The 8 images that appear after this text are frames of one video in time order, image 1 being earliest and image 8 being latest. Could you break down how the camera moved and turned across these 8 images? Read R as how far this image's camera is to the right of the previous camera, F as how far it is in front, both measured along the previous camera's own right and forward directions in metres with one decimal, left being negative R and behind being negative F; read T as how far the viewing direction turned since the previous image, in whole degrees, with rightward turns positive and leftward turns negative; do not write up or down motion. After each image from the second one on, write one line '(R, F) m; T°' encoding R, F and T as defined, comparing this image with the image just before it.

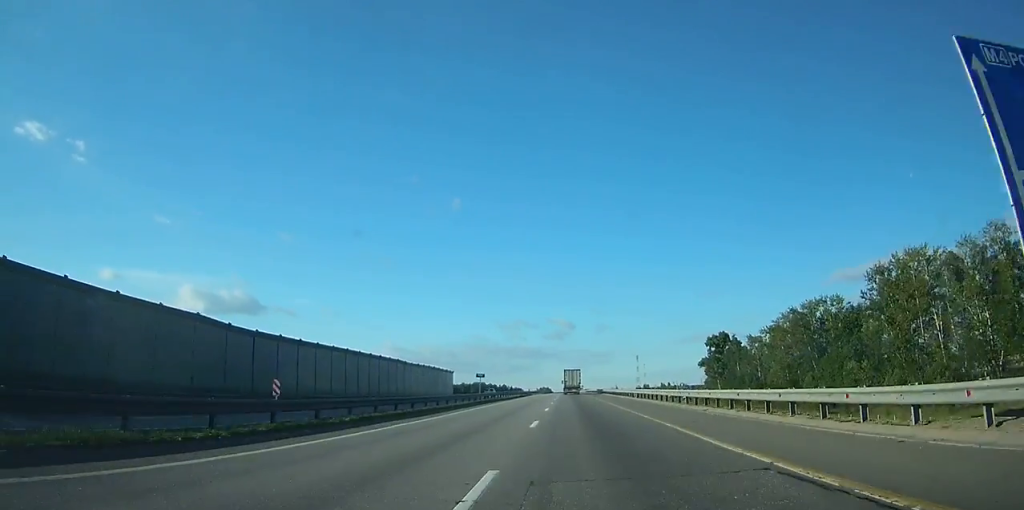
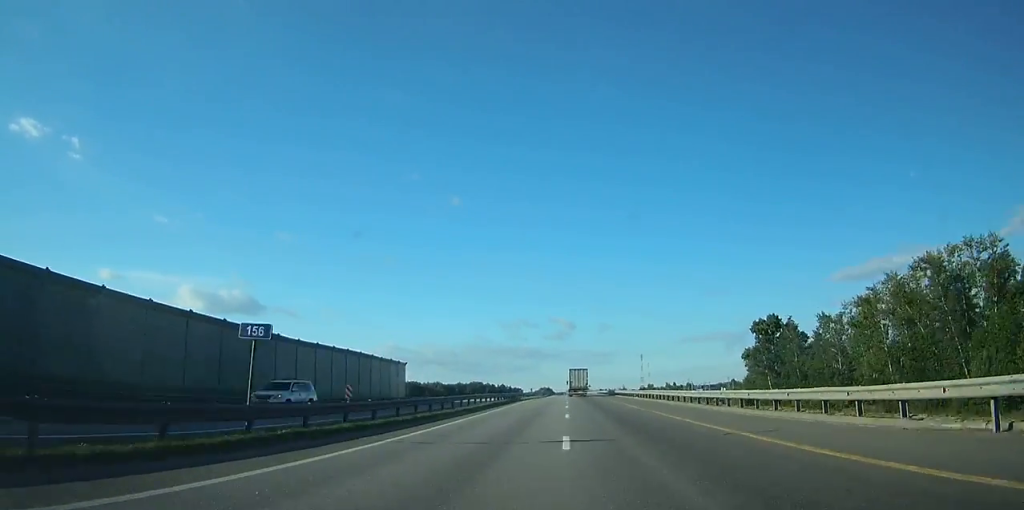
(-0.3, +42.5) m; 0°
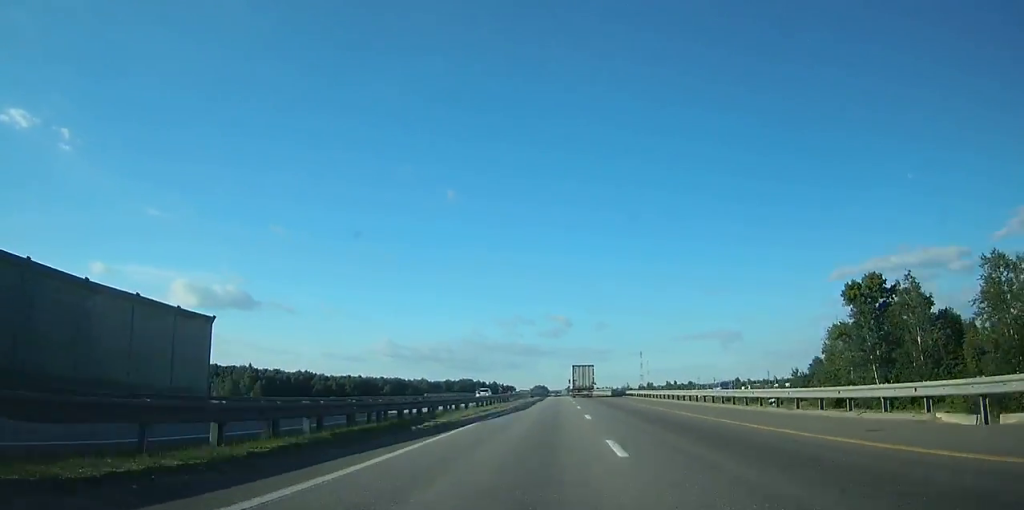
(0.0, +47.8) m; 0°
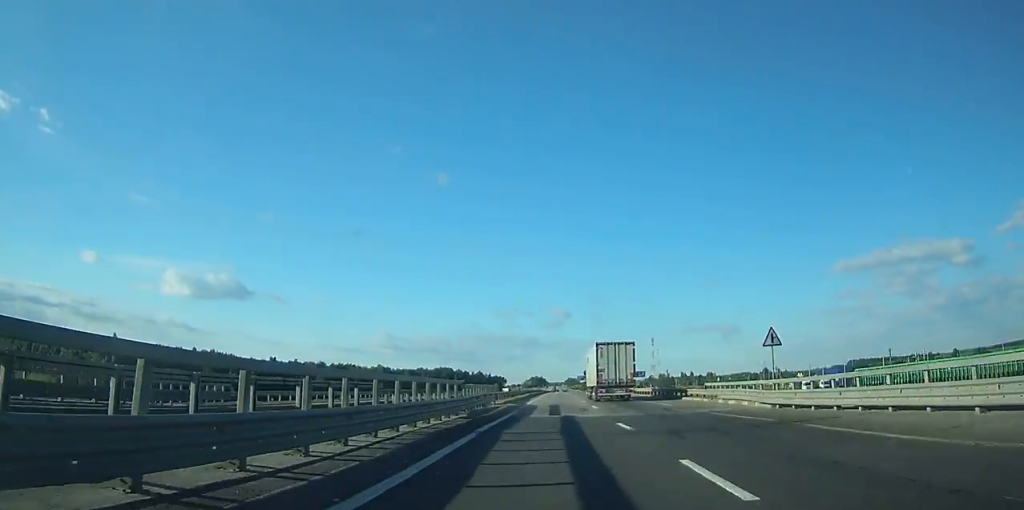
(+0.6, +131.9) m; 0°
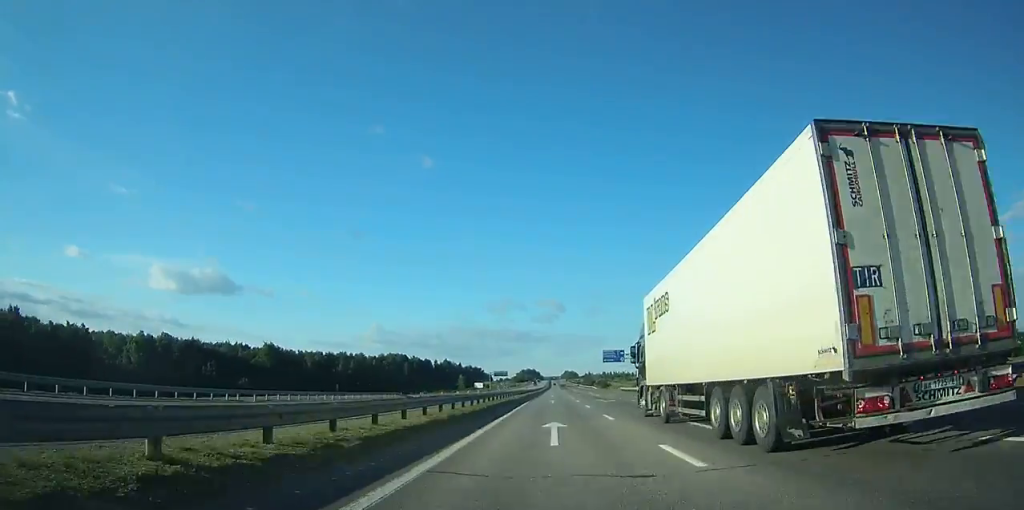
(+0.4, +167.8) m; 0°
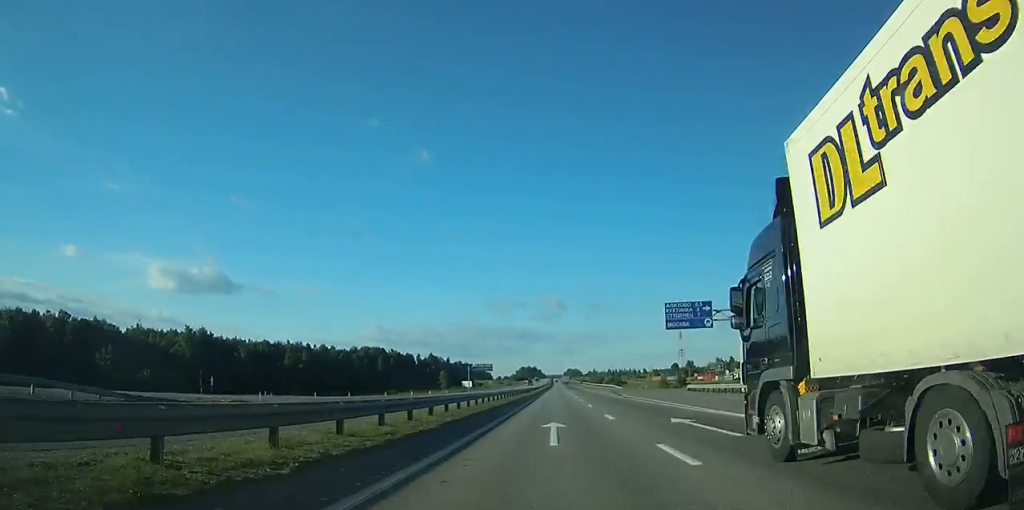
(-0.1, +61.6) m; 0°
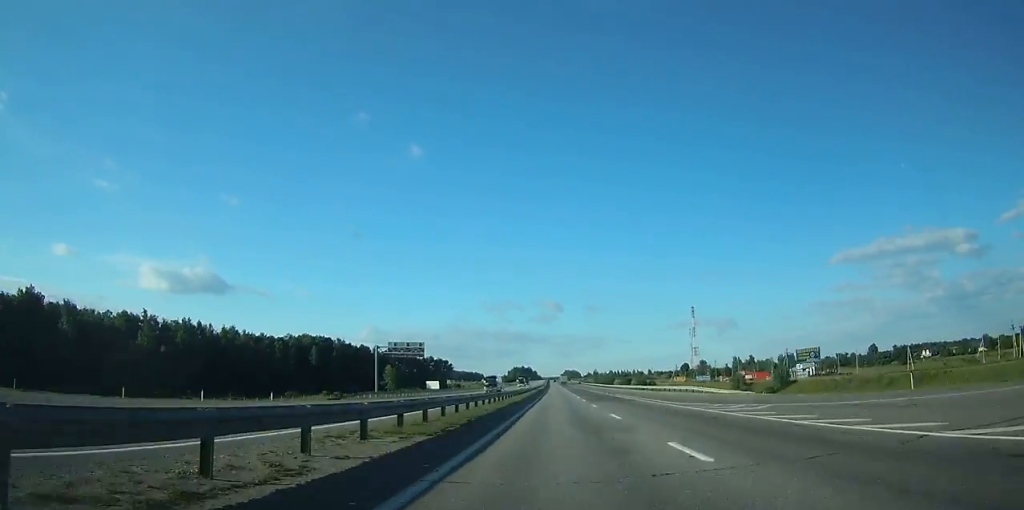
(0.0, +84.8) m; 0°
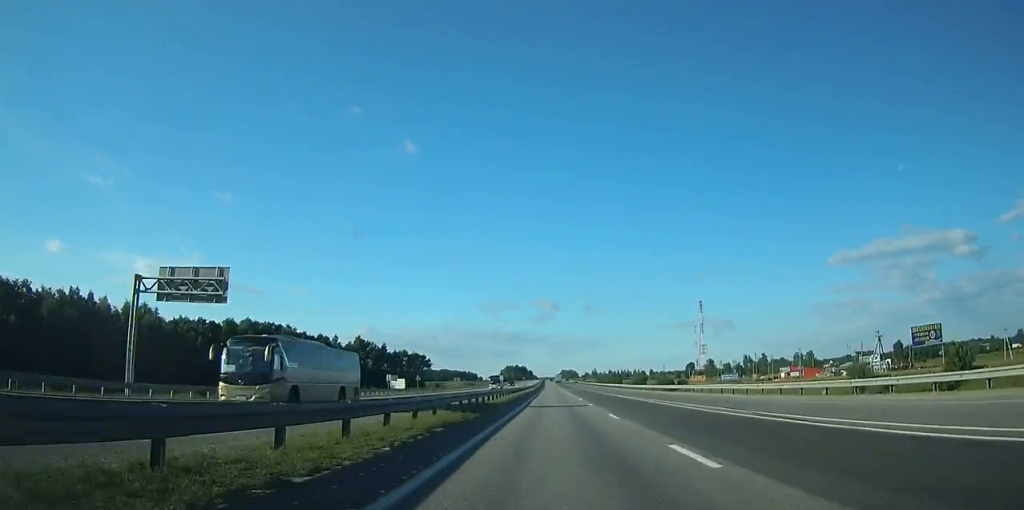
(0.0, +50.2) m; 0°
